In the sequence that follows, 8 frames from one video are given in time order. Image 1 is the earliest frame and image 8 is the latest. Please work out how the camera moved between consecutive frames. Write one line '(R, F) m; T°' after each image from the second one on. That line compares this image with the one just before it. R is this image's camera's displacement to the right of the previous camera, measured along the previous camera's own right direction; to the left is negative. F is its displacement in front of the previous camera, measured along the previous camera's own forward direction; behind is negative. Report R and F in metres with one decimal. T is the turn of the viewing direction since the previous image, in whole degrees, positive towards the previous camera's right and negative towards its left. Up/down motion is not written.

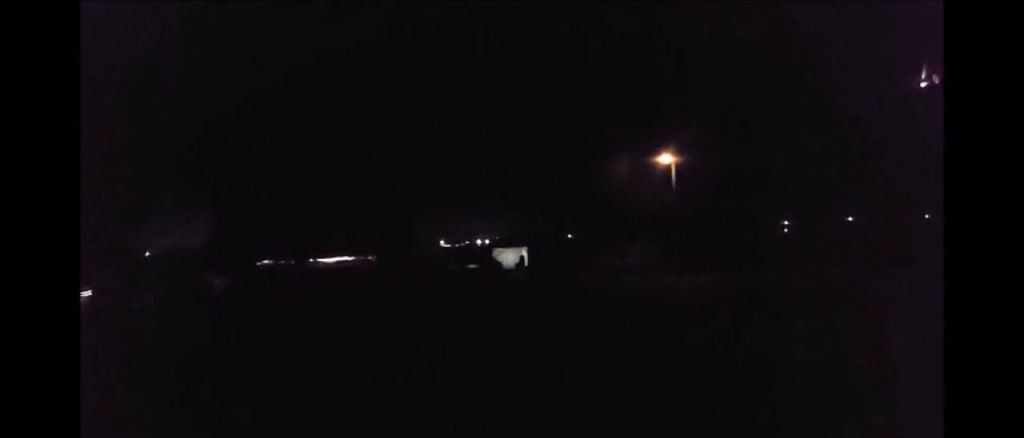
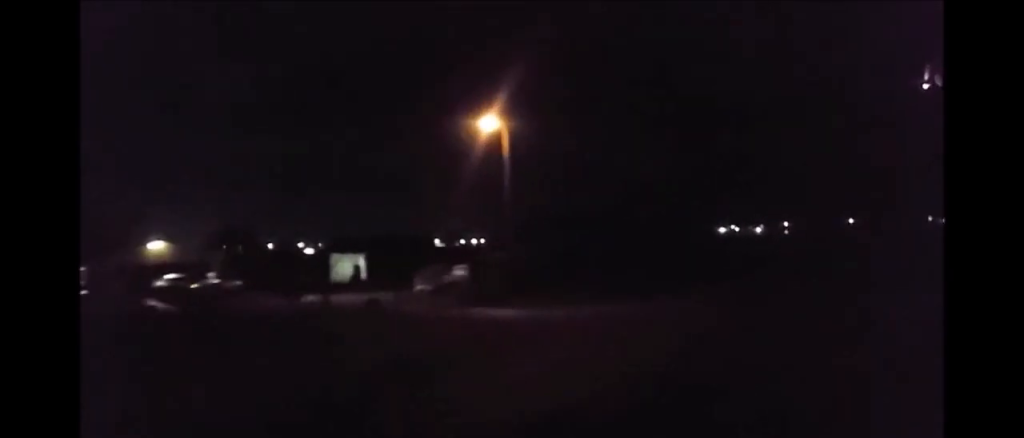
(0.0, +22.4) m; -1°
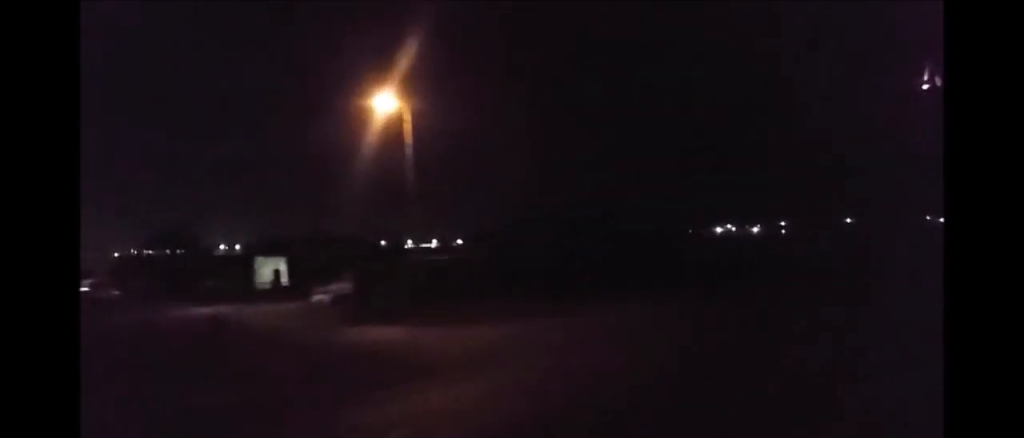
(-0.1, +7.3) m; 0°
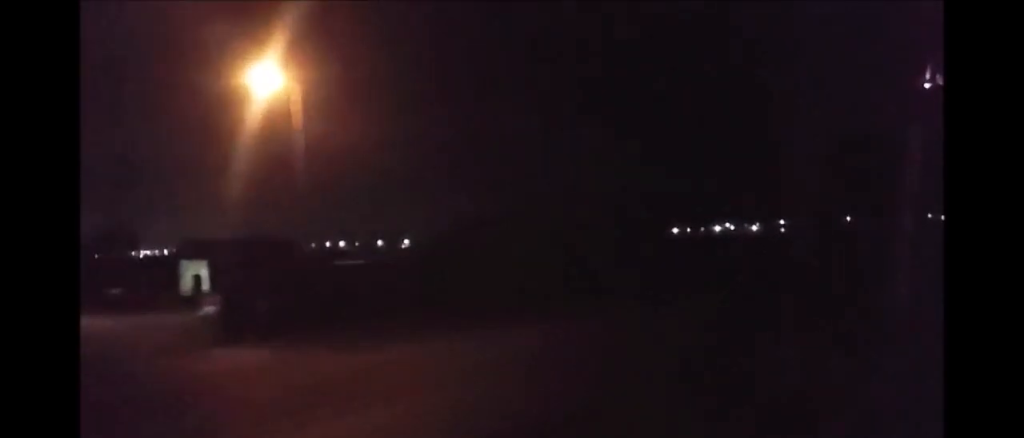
(0.0, +5.4) m; 0°
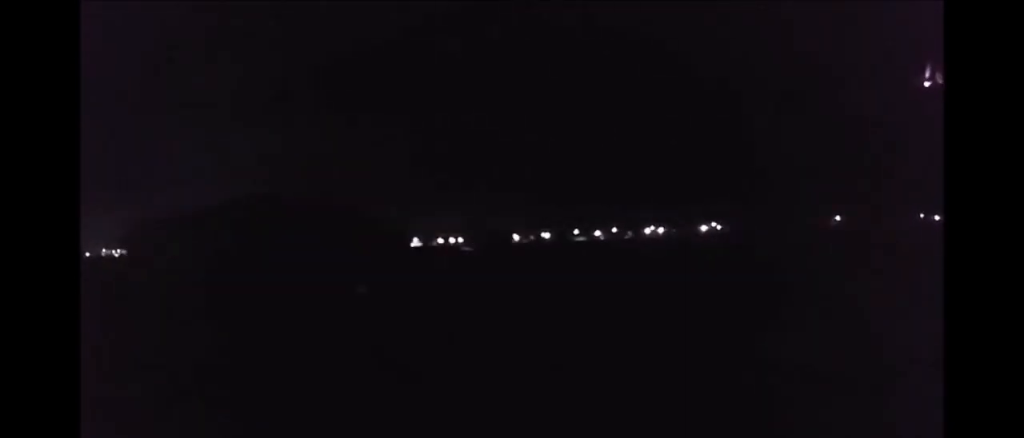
(0.0, +29.5) m; 0°
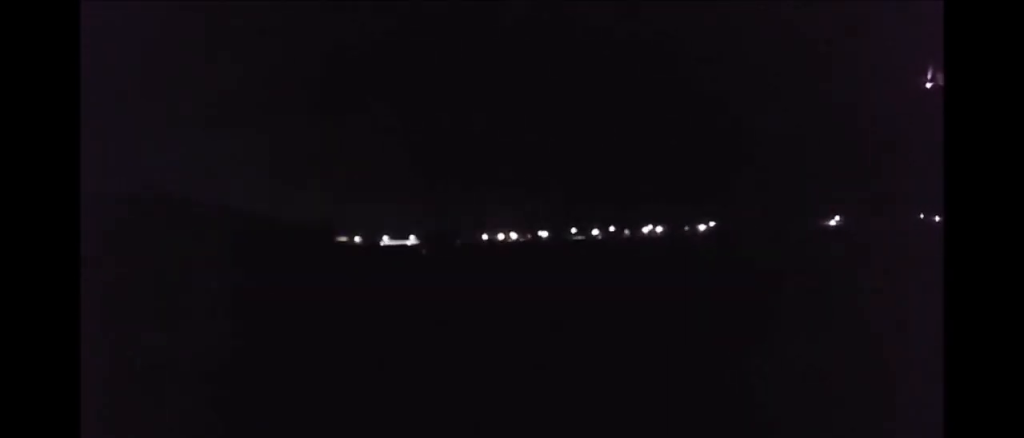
(0.0, +6.8) m; 0°
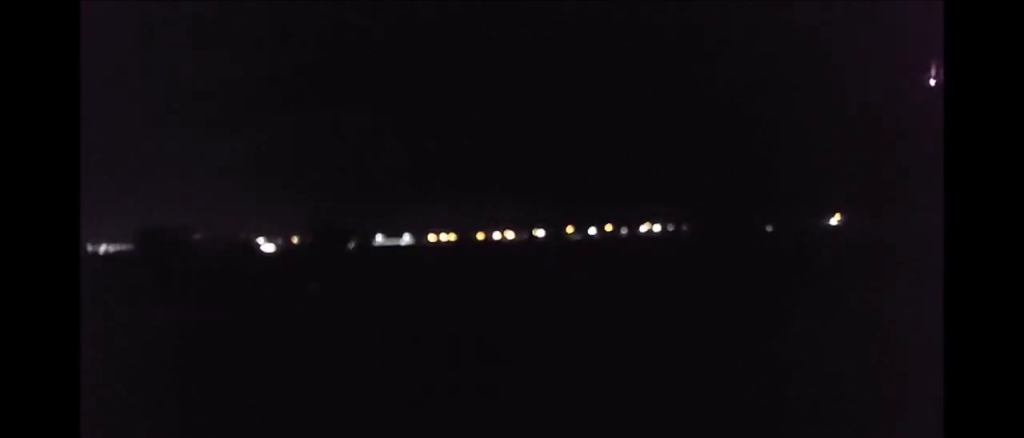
(0.0, +9.4) m; +2°
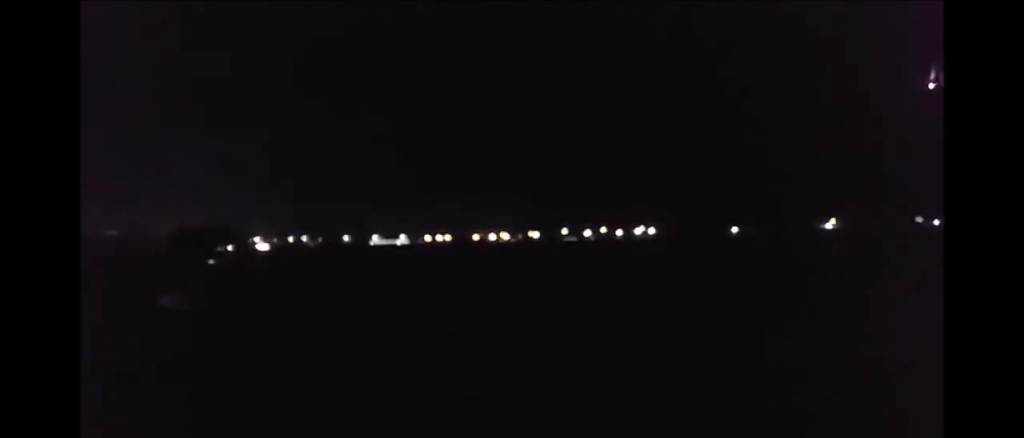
(+0.2, +7.9) m; 0°
